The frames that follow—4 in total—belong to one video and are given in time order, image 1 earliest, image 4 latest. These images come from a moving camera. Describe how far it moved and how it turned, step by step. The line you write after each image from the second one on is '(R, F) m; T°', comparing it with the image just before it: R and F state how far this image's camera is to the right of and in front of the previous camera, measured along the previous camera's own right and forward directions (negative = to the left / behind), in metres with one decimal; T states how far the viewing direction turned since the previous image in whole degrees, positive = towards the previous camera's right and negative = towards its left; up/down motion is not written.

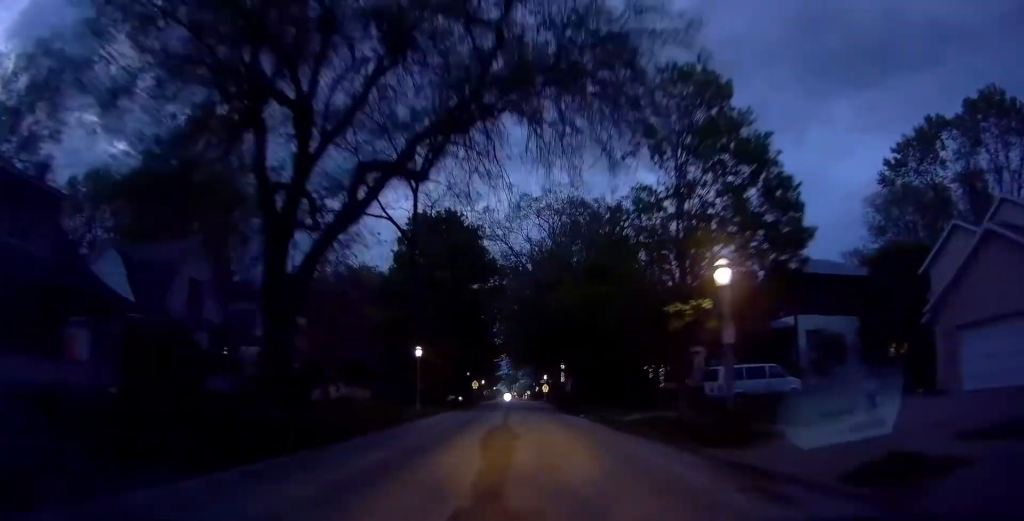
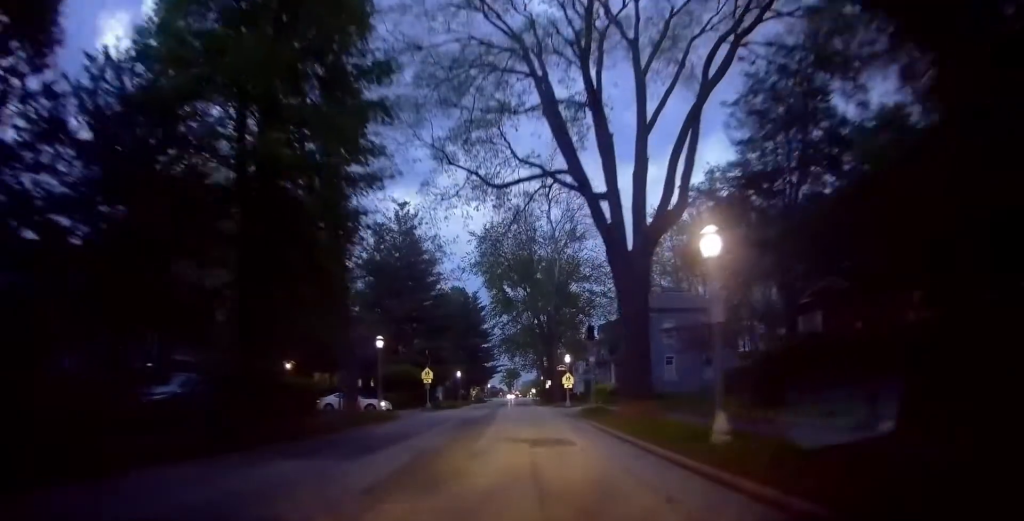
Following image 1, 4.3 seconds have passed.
(0.0, +47.5) m; -2°
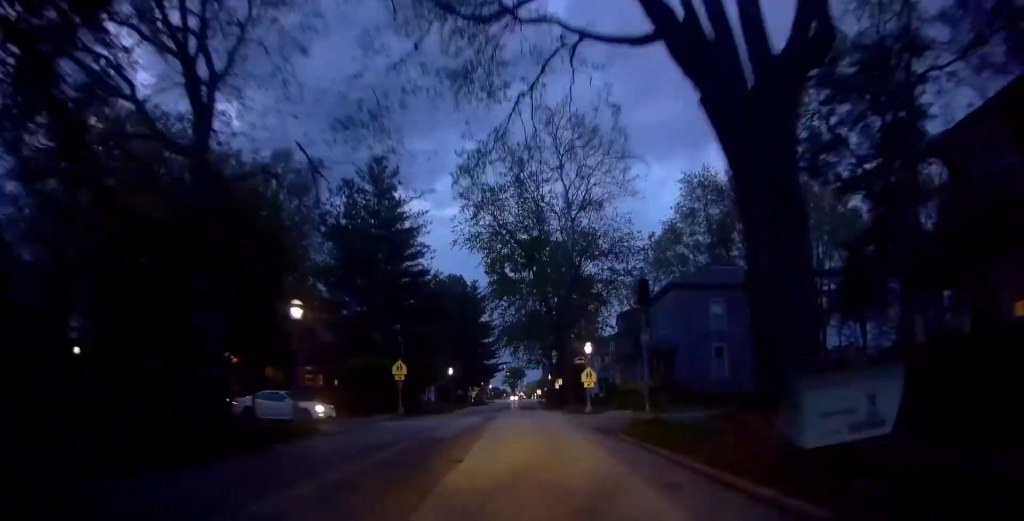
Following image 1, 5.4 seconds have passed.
(-0.5, +12.6) m; -3°
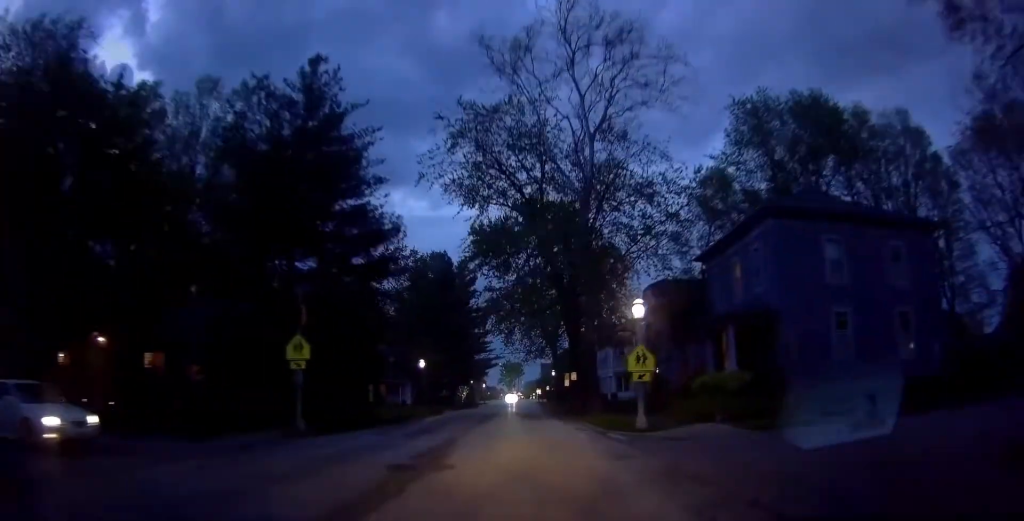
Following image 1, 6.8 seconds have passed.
(+0.4, +16.6) m; +4°
